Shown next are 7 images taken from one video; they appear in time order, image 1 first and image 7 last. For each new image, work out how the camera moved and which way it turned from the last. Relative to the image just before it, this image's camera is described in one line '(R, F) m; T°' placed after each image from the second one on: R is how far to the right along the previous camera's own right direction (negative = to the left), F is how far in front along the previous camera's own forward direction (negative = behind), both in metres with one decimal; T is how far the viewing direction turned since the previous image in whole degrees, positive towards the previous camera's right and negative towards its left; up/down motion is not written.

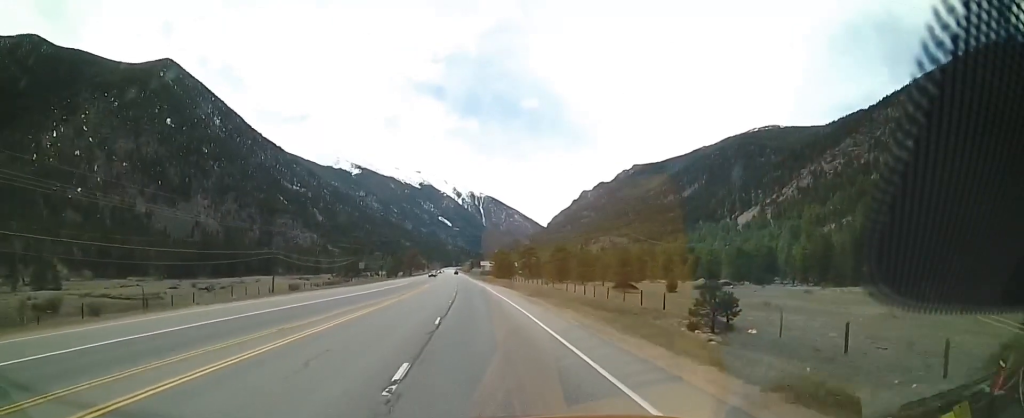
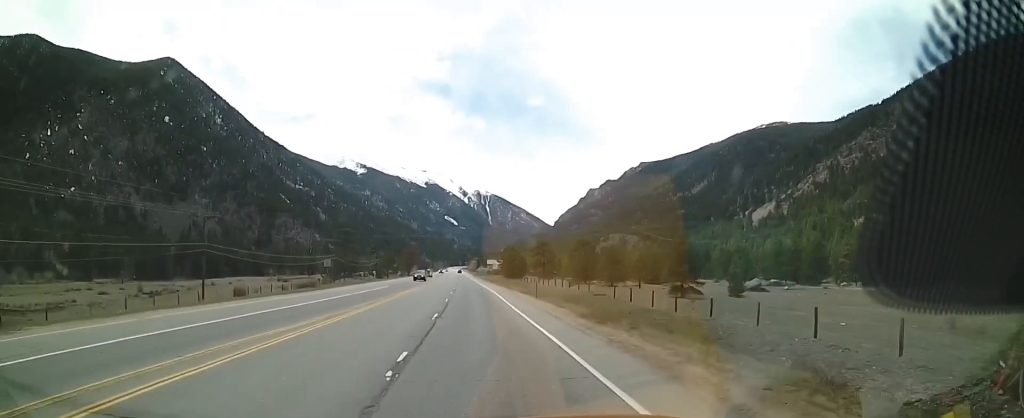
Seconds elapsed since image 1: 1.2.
(-0.2, +23.5) m; -1°
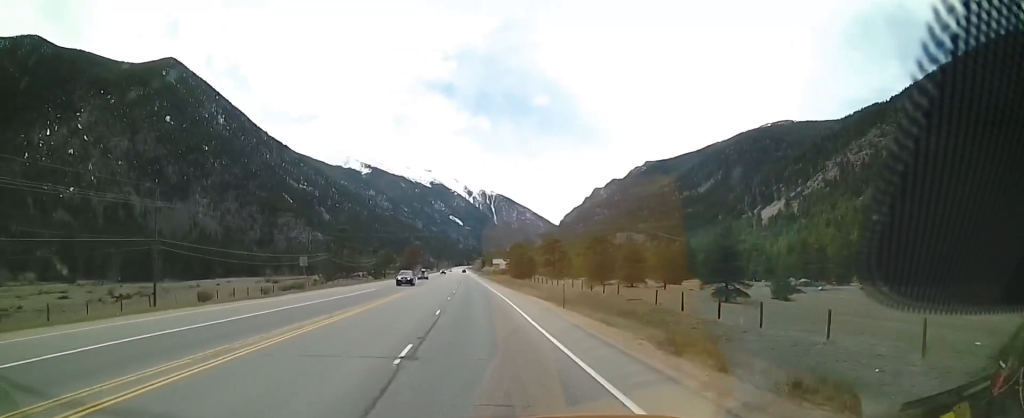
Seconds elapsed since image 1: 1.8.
(-0.1, +10.9) m; 0°
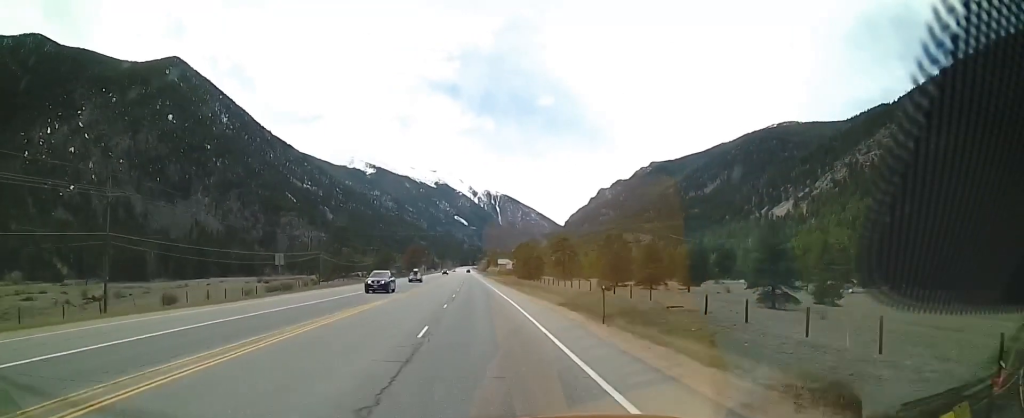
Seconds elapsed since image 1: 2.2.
(0.0, +8.3) m; 0°
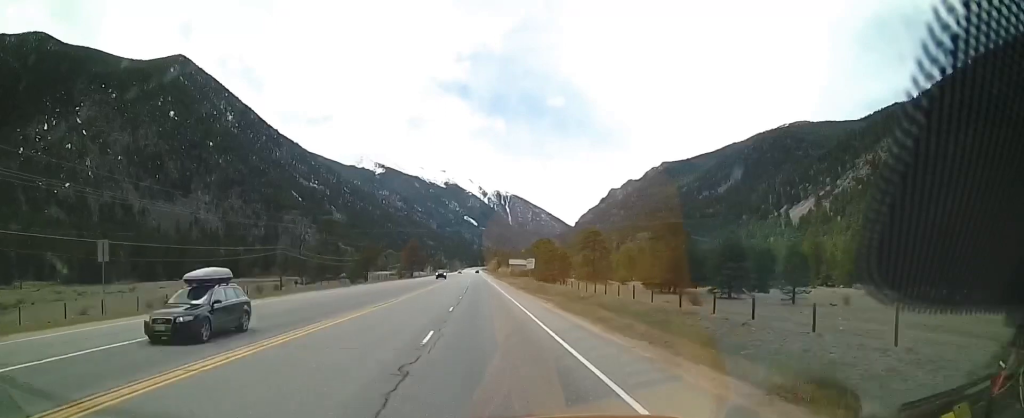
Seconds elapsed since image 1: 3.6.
(0.0, +25.3) m; 0°
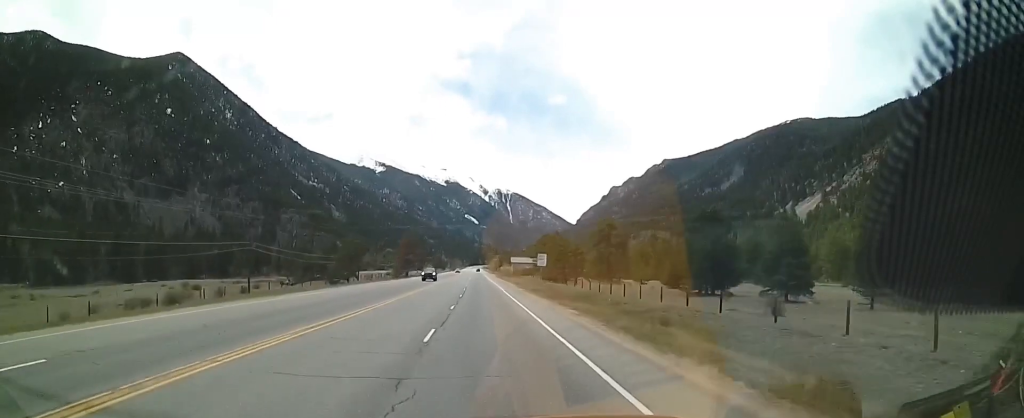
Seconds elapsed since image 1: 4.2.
(0.0, +12.0) m; 0°
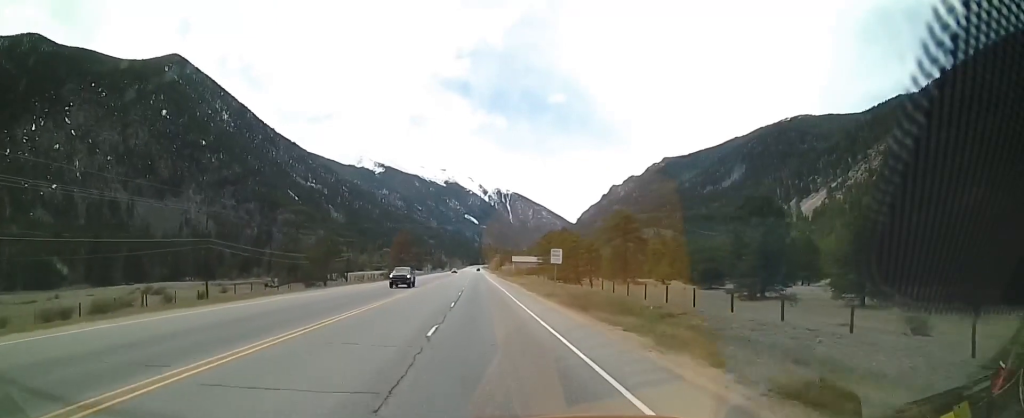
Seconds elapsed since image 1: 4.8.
(0.0, +11.3) m; 0°
